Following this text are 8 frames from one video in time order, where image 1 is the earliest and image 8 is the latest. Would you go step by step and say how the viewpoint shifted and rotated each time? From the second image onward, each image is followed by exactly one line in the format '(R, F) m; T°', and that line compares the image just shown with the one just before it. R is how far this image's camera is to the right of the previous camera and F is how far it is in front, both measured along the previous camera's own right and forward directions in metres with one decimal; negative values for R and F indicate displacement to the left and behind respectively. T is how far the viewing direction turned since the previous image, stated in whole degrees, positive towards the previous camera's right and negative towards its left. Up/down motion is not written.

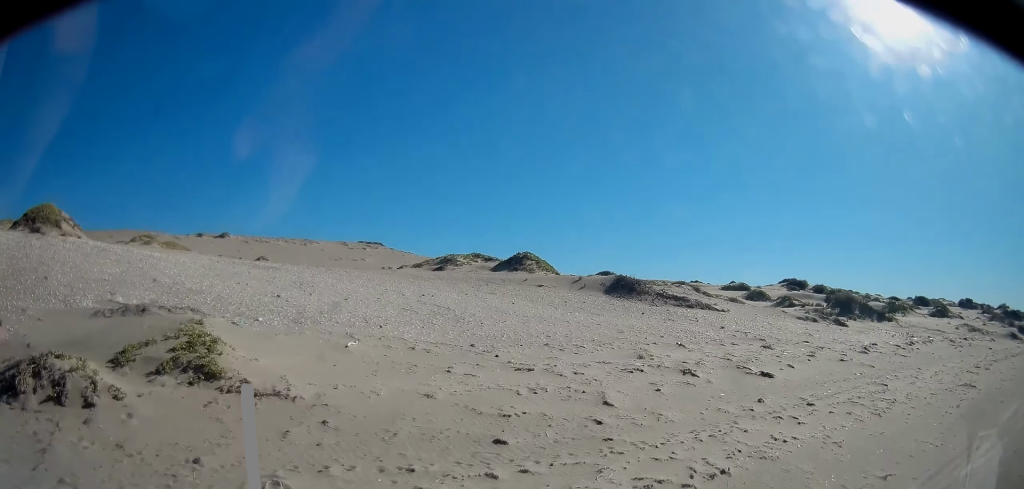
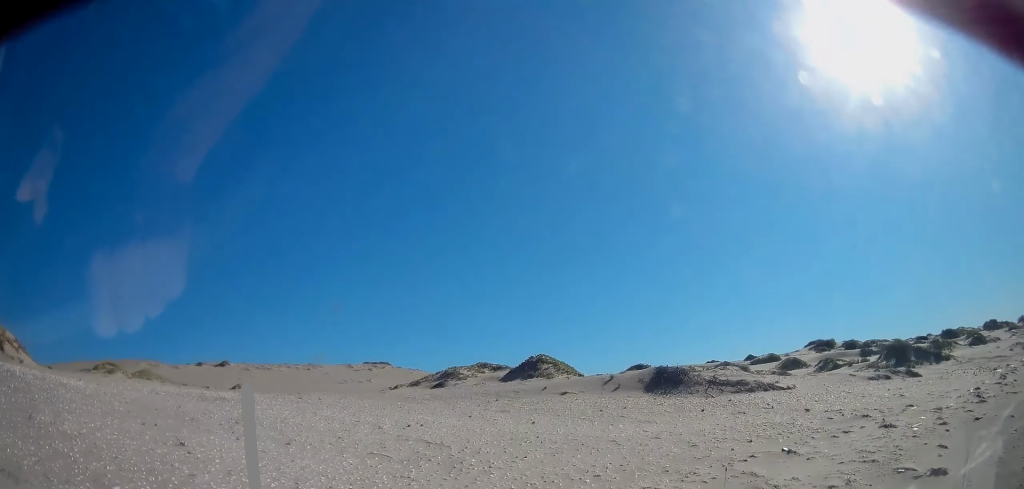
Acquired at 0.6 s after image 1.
(-0.4, +5.0) m; -4°
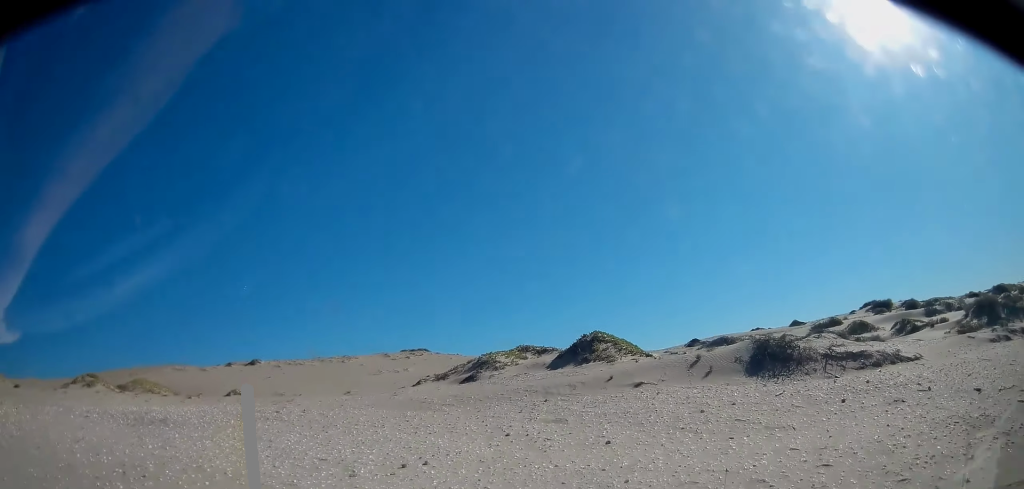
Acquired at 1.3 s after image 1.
(-0.2, +5.2) m; -5°
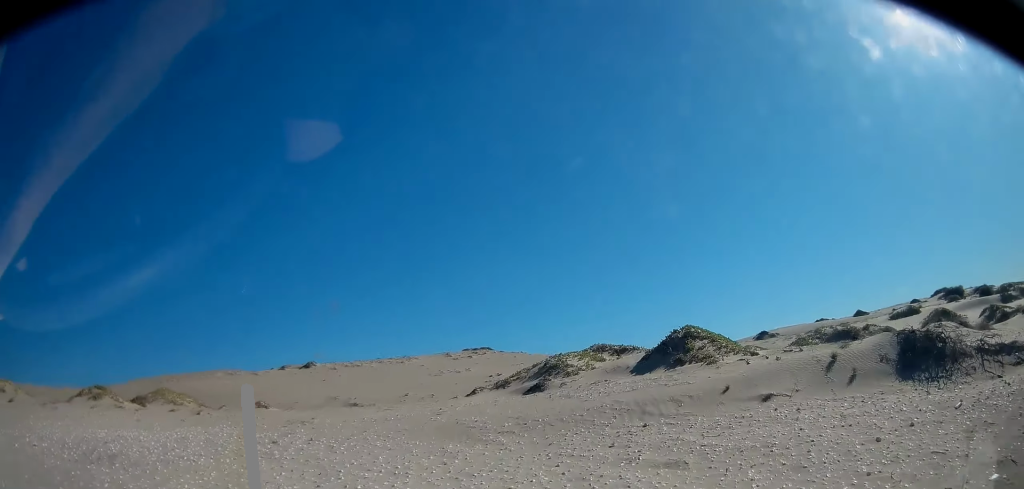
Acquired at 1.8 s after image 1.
(0.0, +3.8) m; -4°
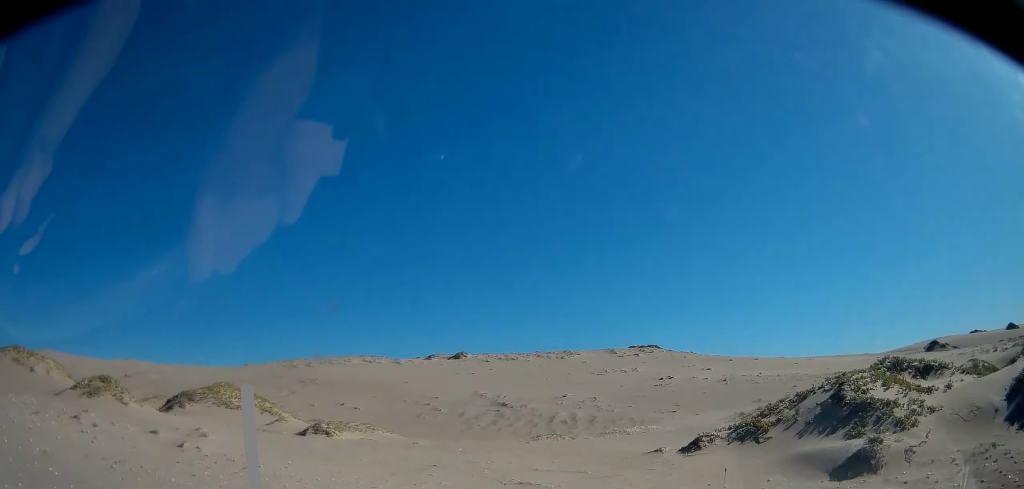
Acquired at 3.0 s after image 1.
(-0.9, +8.8) m; -7°
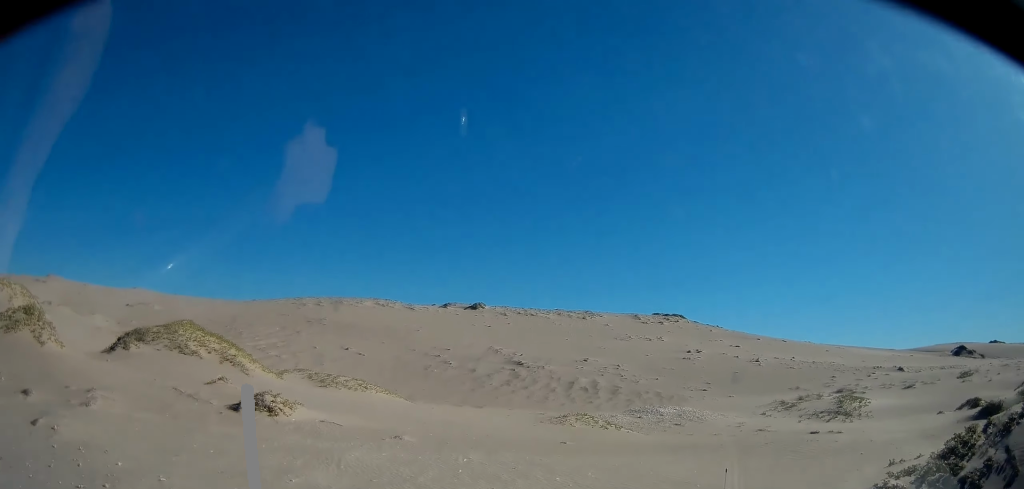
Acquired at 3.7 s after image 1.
(+0.1, +4.4) m; +2°
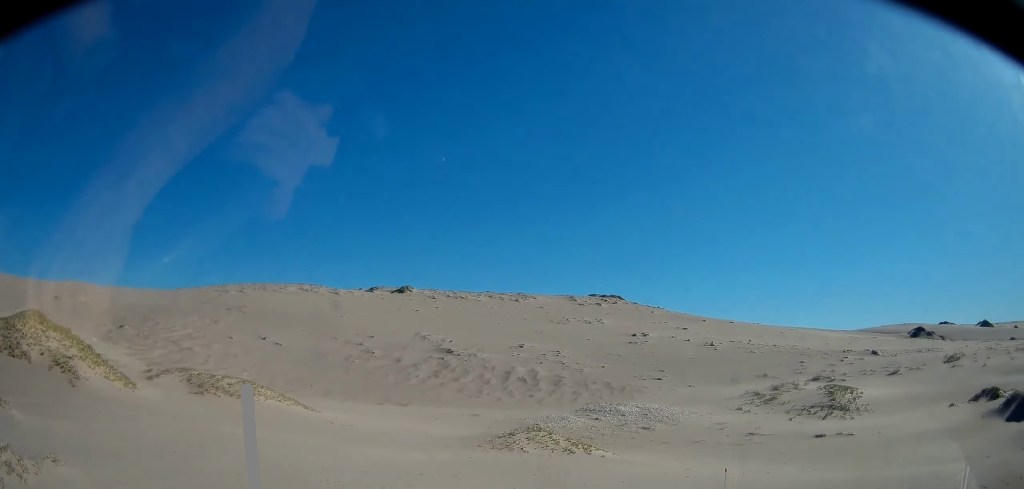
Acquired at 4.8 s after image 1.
(+0.1, +5.7) m; +6°
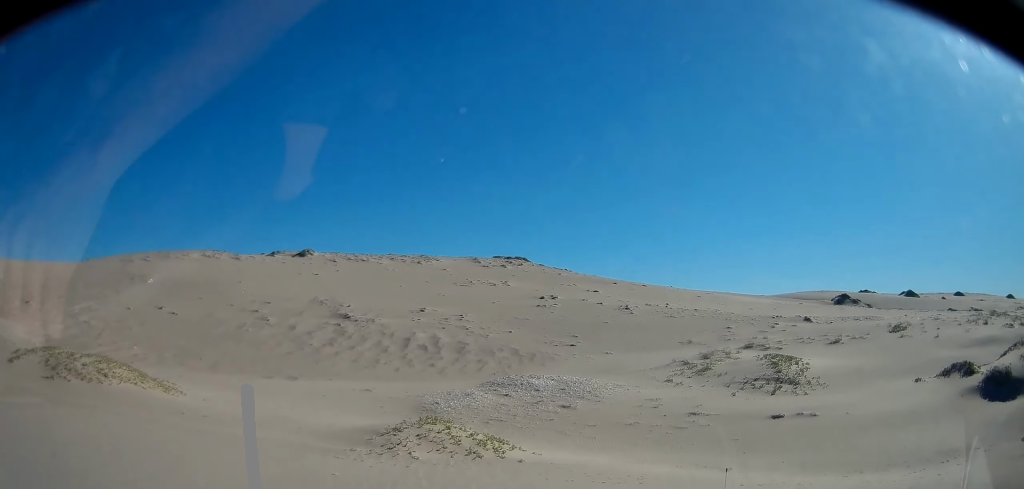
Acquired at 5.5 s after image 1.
(+0.2, +3.5) m; +7°
